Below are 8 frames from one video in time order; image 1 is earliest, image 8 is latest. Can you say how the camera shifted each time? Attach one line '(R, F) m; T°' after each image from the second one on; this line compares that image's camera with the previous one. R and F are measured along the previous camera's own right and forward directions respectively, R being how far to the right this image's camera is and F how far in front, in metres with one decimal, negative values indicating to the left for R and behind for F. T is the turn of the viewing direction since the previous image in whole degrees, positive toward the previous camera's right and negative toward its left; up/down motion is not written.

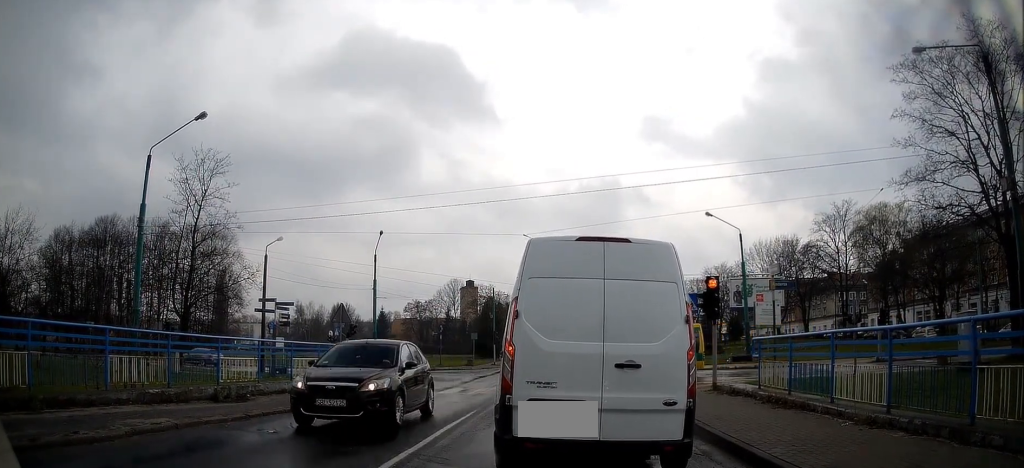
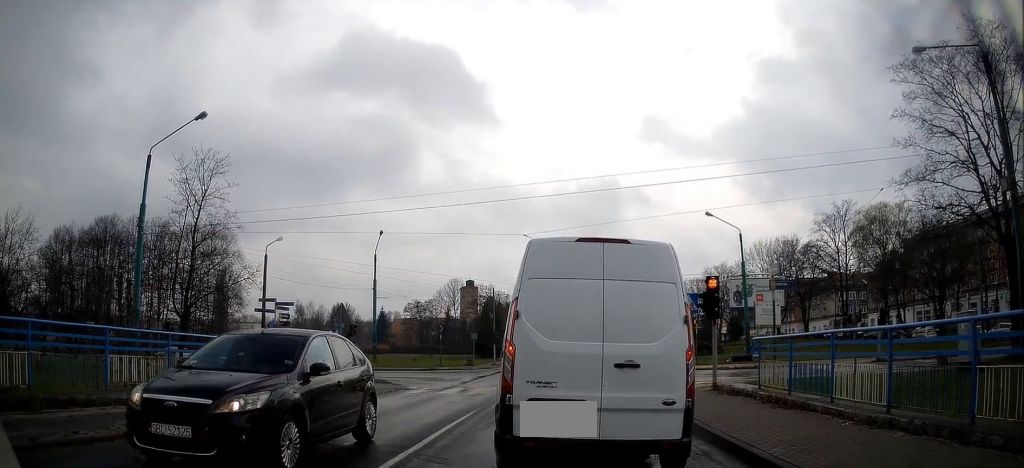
(0.0, +0.1) m; 0°
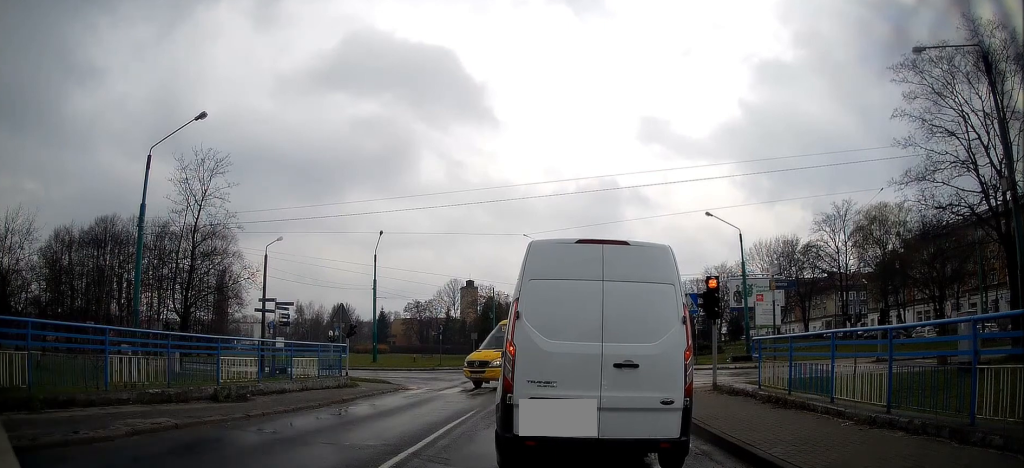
(-0.1, +0.2) m; 0°
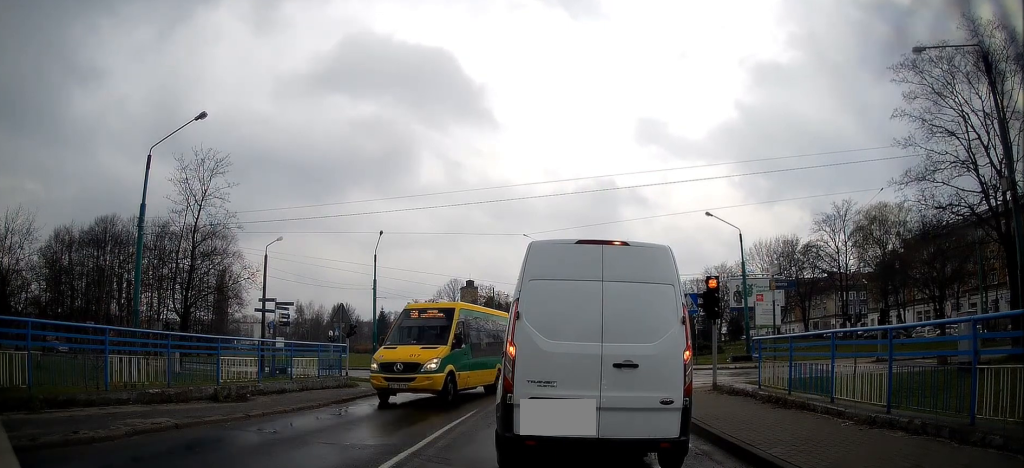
(+0.1, +0.2) m; 0°
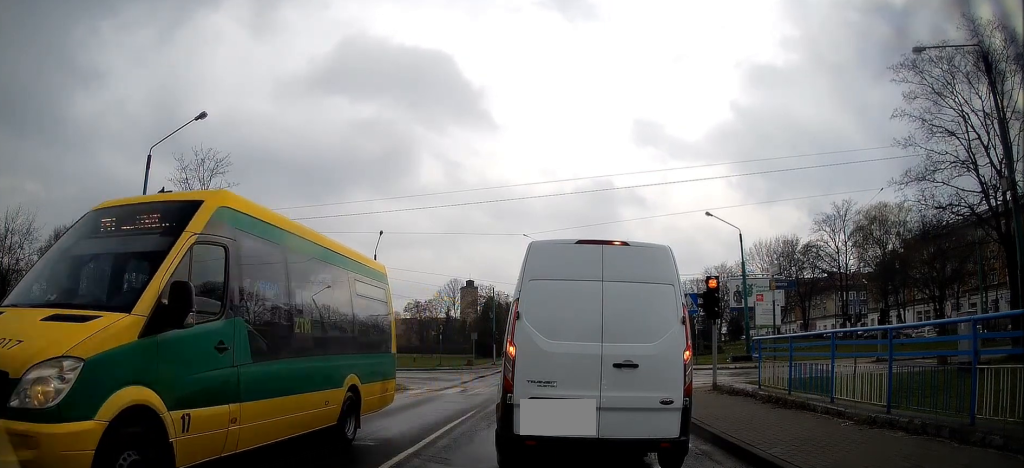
(0.0, 0.0) m; 0°
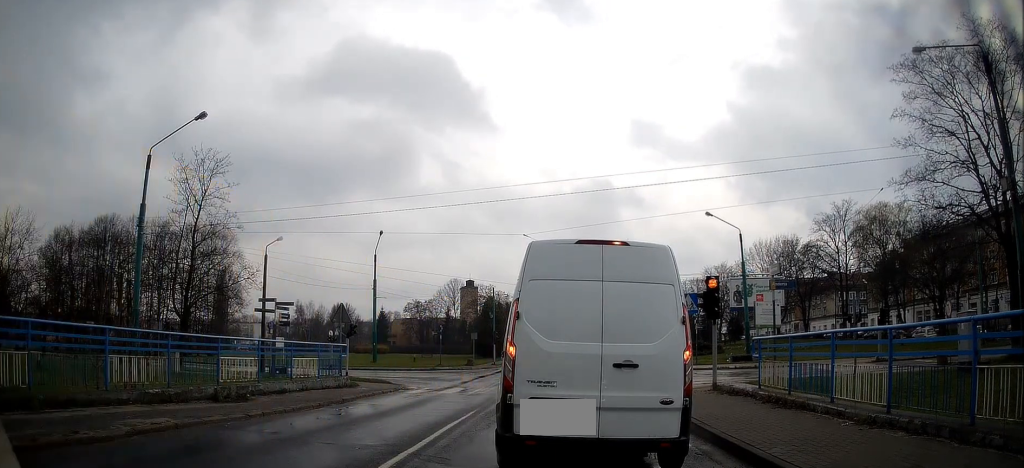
(0.0, 0.0) m; 0°
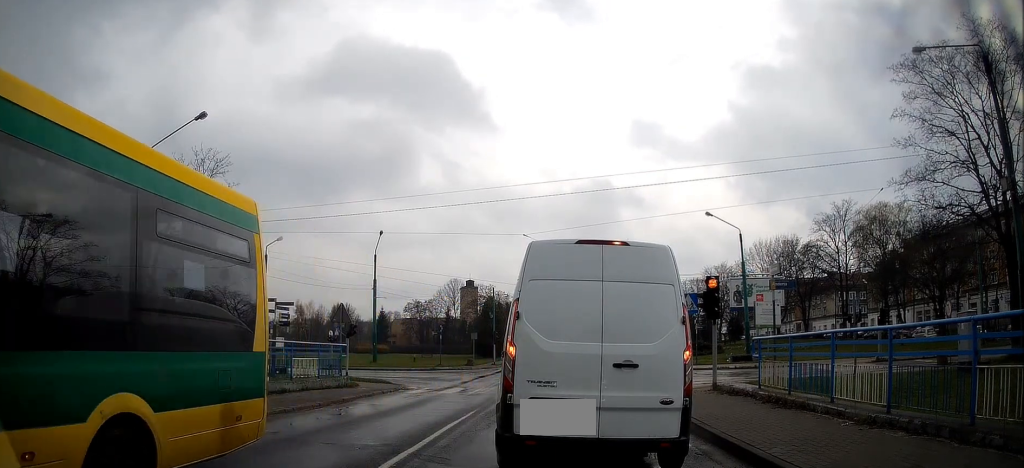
(0.0, 0.0) m; 0°
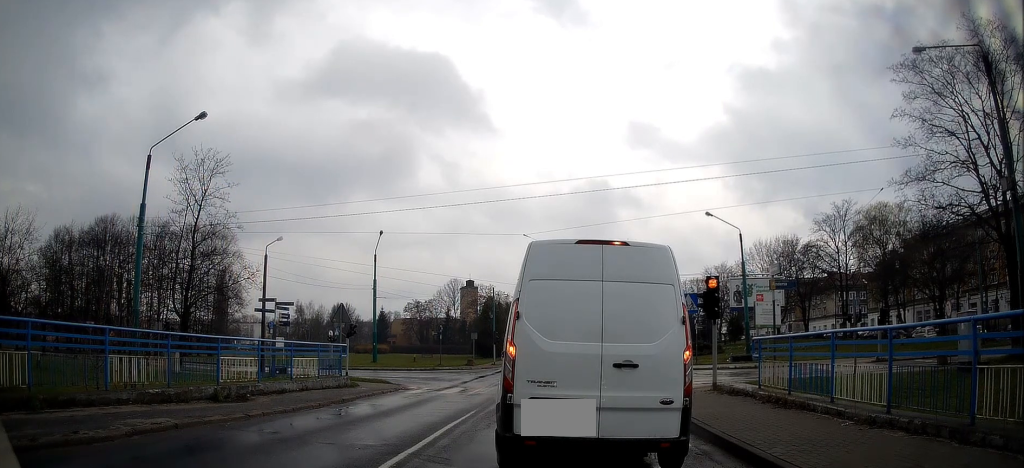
(0.0, 0.0) m; 0°
